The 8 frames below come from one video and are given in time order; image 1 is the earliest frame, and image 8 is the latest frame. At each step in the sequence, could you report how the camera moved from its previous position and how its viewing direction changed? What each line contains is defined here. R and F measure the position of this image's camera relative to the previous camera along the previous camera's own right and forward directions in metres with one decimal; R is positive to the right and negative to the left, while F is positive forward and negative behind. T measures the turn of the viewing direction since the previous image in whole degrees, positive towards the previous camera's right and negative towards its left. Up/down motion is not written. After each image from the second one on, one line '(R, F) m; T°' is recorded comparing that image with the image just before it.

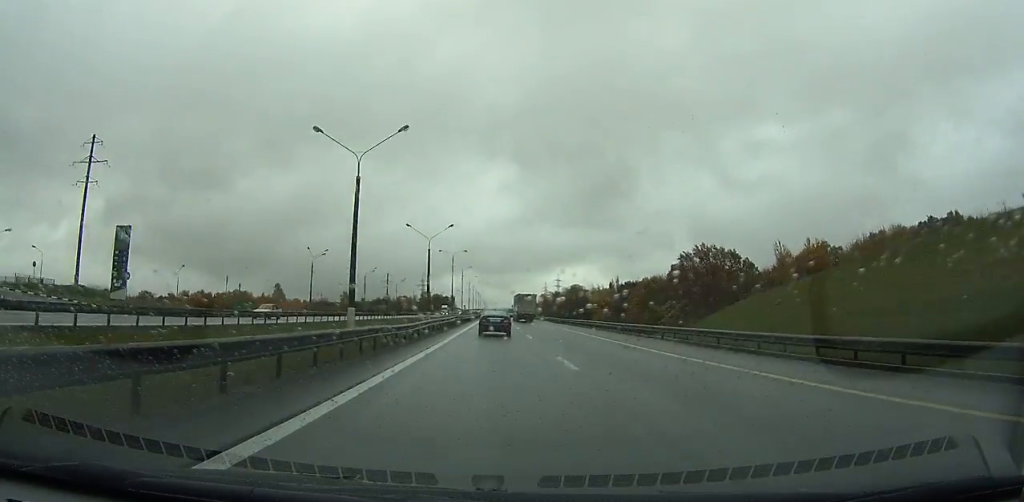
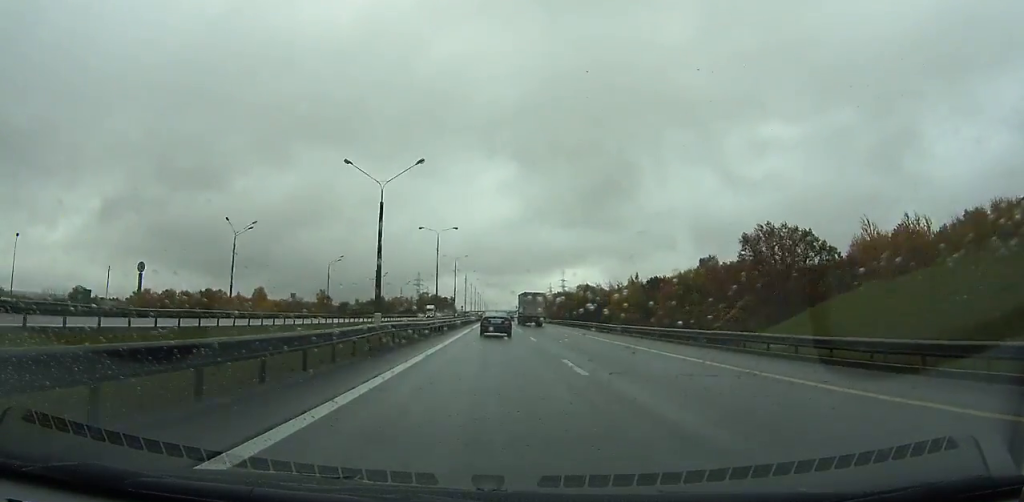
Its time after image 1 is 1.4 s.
(-0.1, +32.5) m; 0°
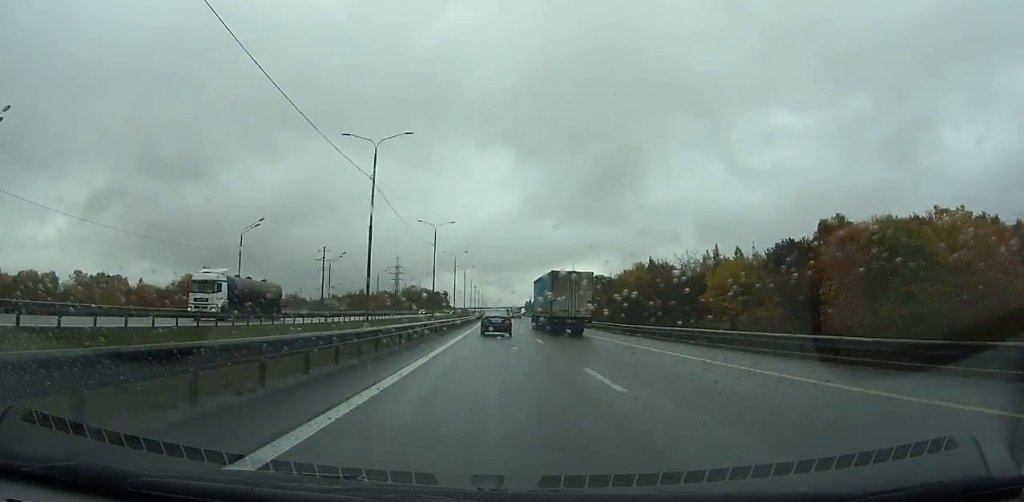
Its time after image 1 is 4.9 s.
(-0.2, +82.1) m; 0°
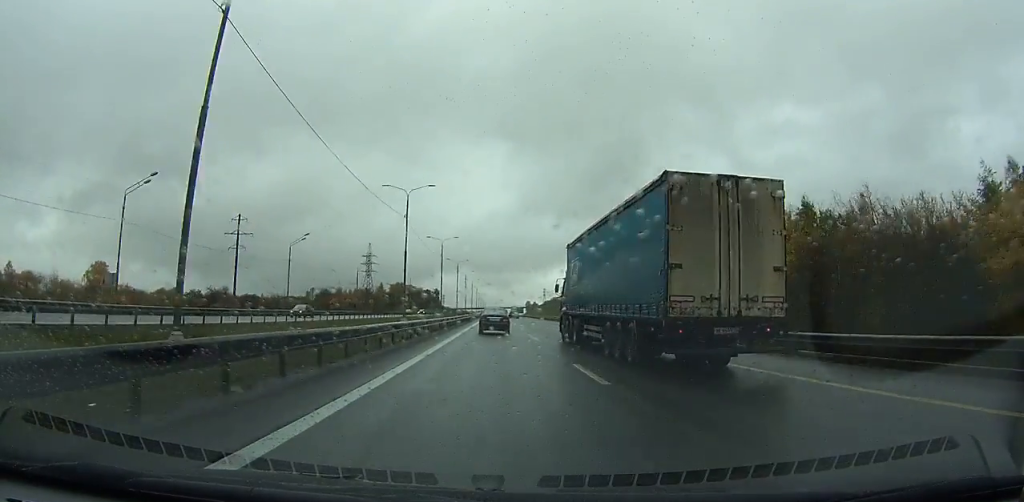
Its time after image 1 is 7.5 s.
(+0.1, +61.6) m; 0°
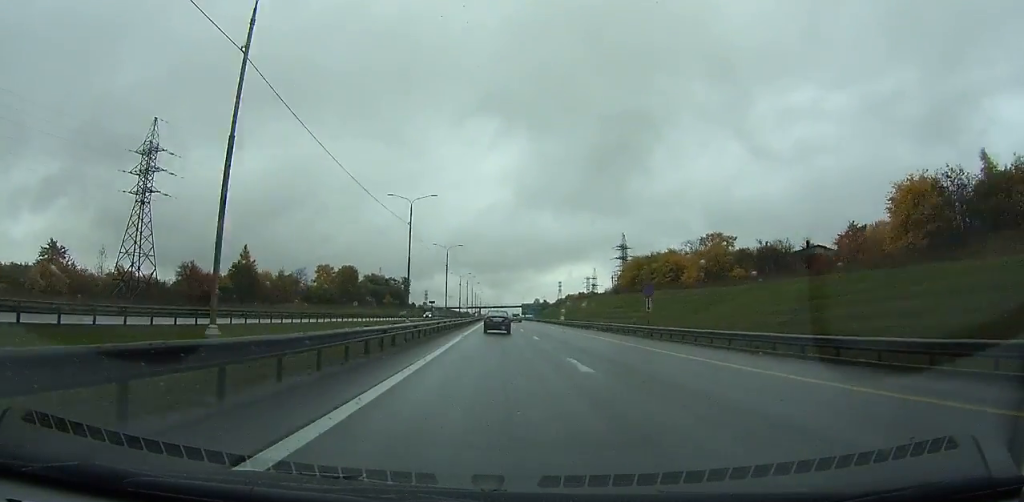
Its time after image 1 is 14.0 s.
(+0.1, +157.5) m; 0°
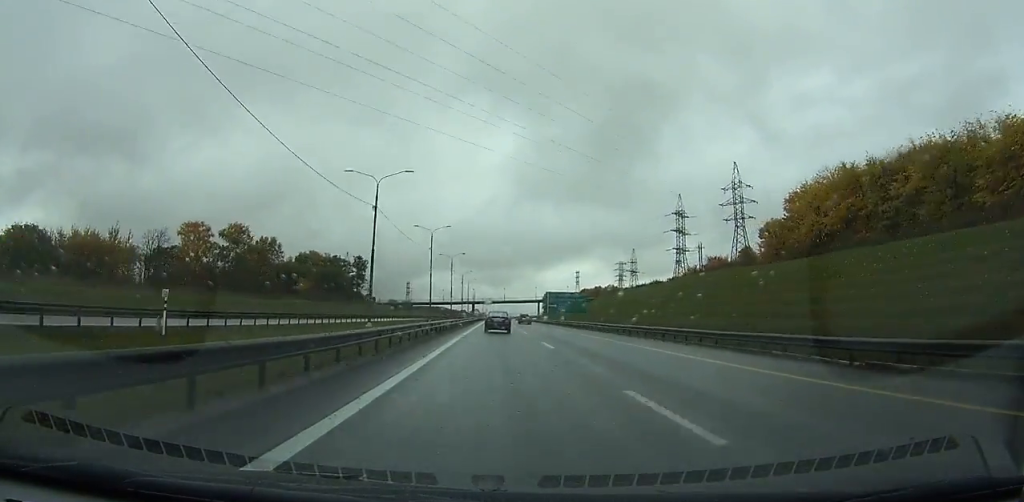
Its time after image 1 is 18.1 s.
(+0.1, +102.6) m; 0°
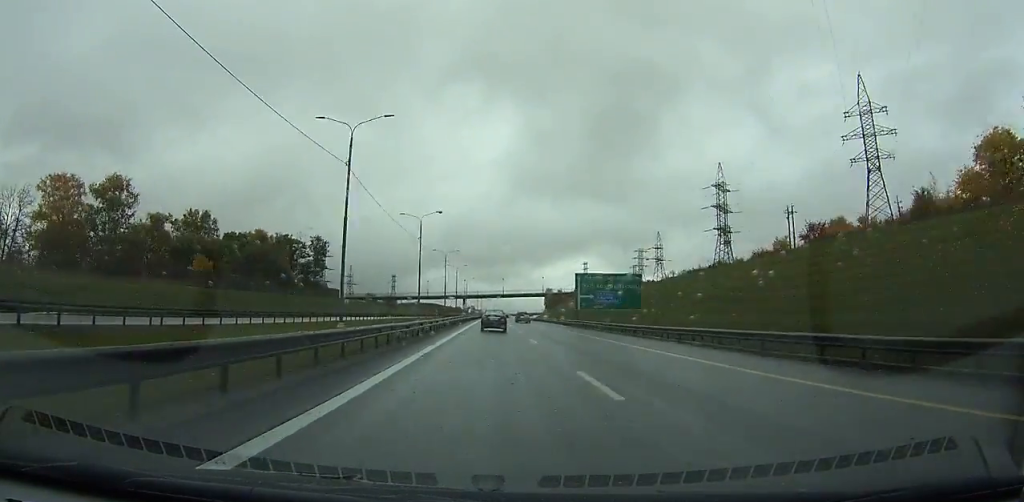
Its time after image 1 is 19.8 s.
(+0.2, +43.6) m; 0°
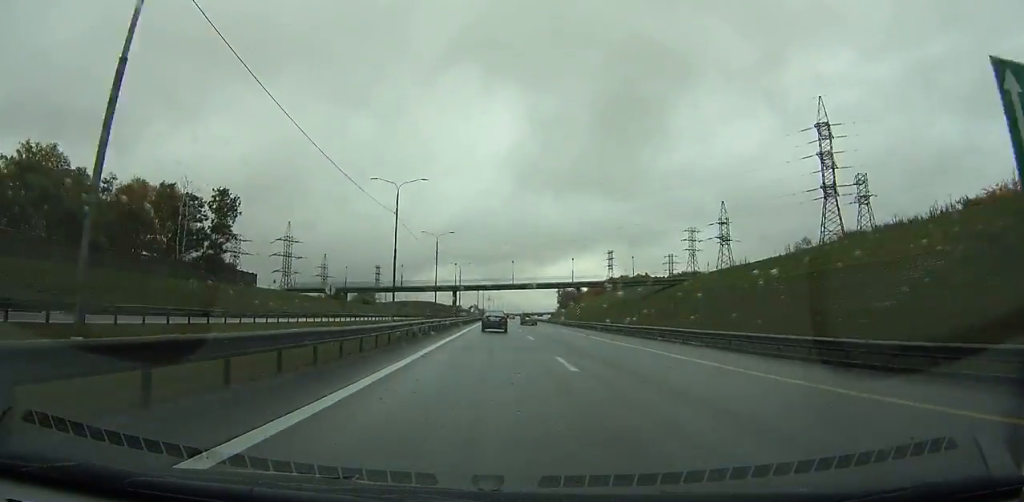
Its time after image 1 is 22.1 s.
(+0.1, +59.3) m; 0°
